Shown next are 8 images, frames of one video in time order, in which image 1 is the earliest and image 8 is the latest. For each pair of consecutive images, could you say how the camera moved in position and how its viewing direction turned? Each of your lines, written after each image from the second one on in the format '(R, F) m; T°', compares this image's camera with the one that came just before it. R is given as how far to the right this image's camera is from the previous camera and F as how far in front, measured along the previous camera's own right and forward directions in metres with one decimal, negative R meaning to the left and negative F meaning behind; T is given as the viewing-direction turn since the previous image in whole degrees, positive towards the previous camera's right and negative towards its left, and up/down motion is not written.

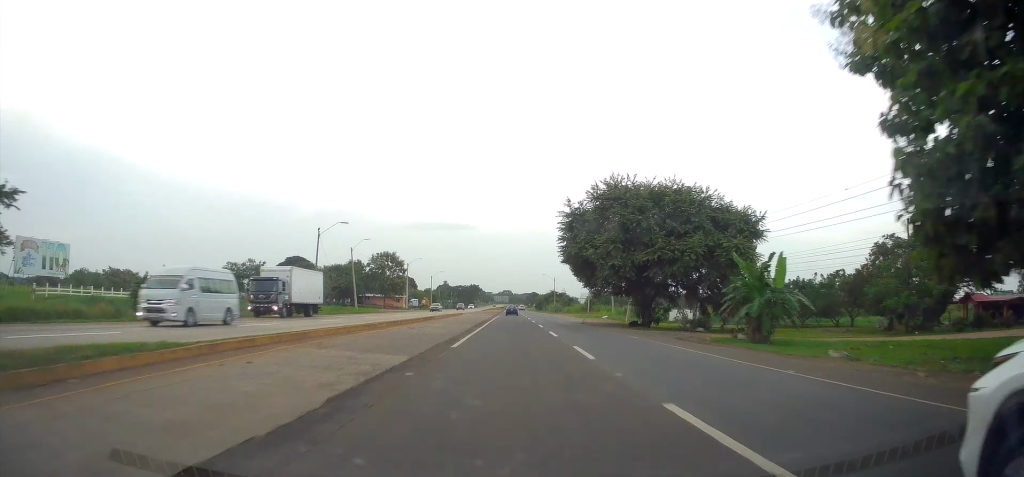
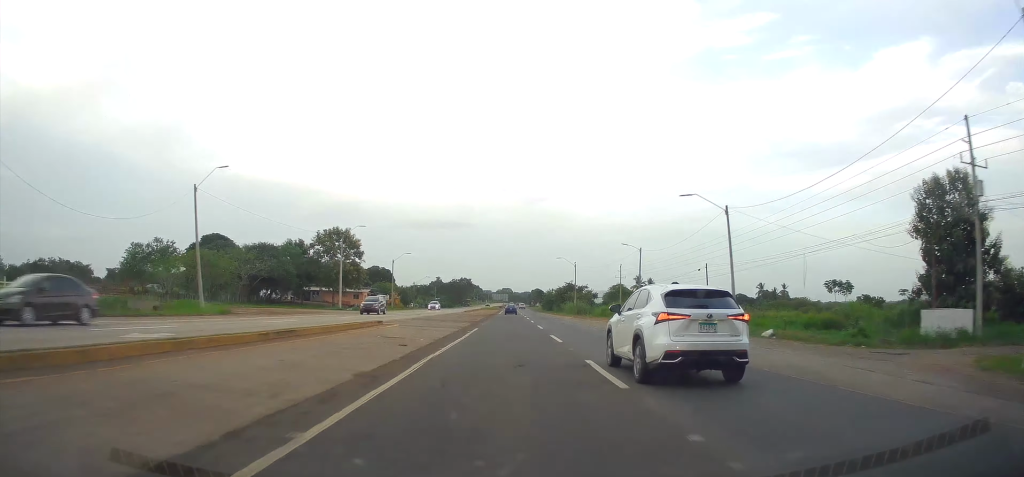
(+0.1, +50.1) m; 0°
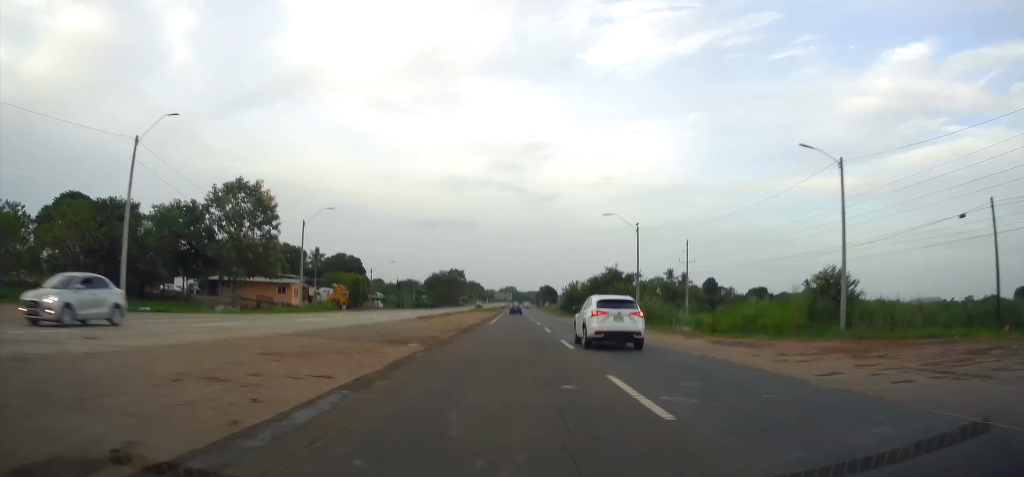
(-0.2, +48.0) m; 0°
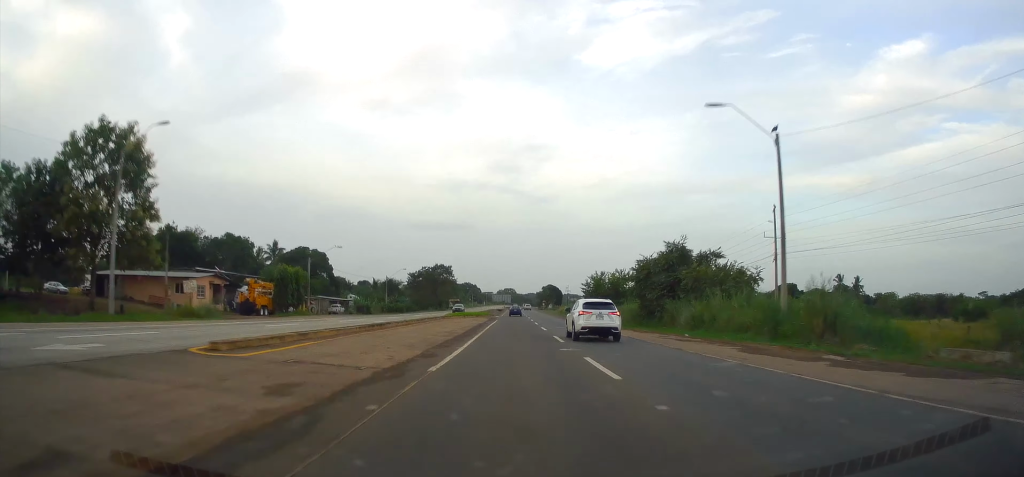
(0.0, +30.6) m; 0°
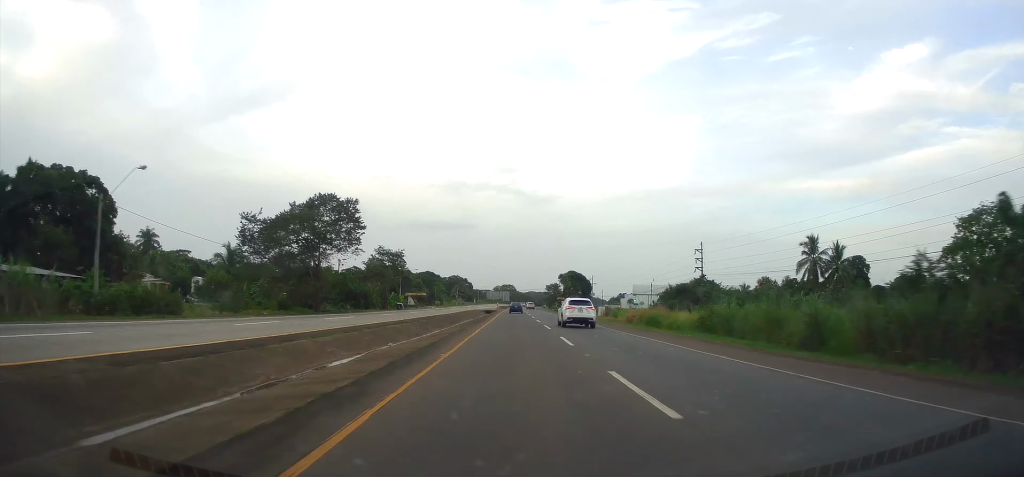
(0.0, +82.9) m; 0°
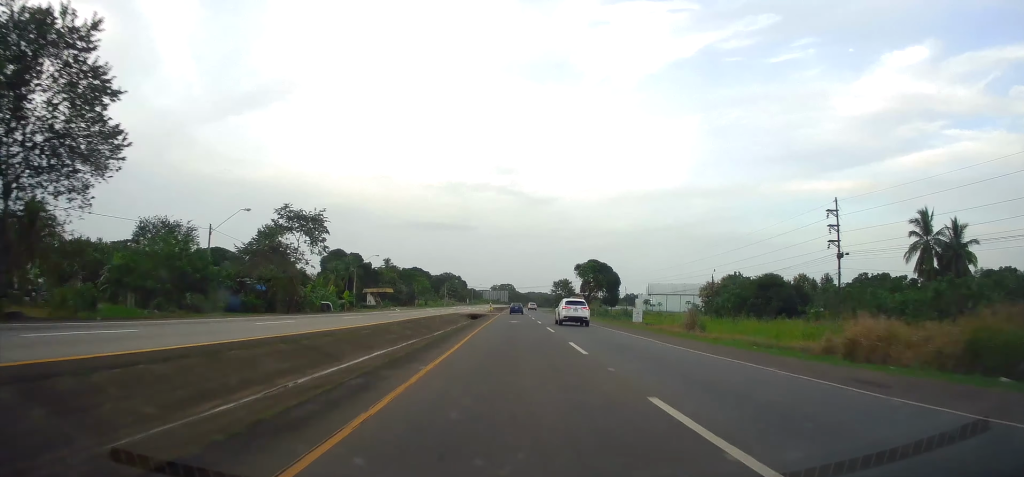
(0.0, +37.7) m; 0°
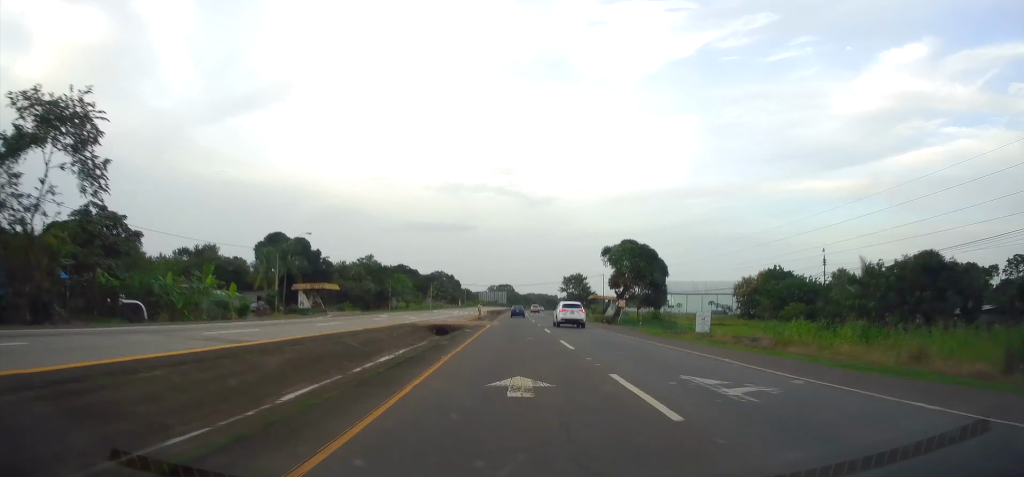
(+0.1, +31.6) m; 0°
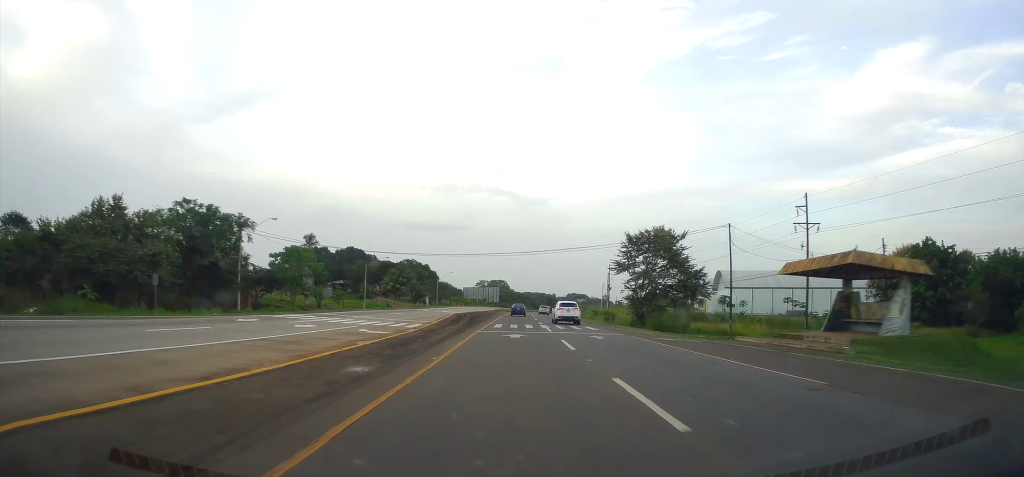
(+0.4, +69.5) m; +1°
